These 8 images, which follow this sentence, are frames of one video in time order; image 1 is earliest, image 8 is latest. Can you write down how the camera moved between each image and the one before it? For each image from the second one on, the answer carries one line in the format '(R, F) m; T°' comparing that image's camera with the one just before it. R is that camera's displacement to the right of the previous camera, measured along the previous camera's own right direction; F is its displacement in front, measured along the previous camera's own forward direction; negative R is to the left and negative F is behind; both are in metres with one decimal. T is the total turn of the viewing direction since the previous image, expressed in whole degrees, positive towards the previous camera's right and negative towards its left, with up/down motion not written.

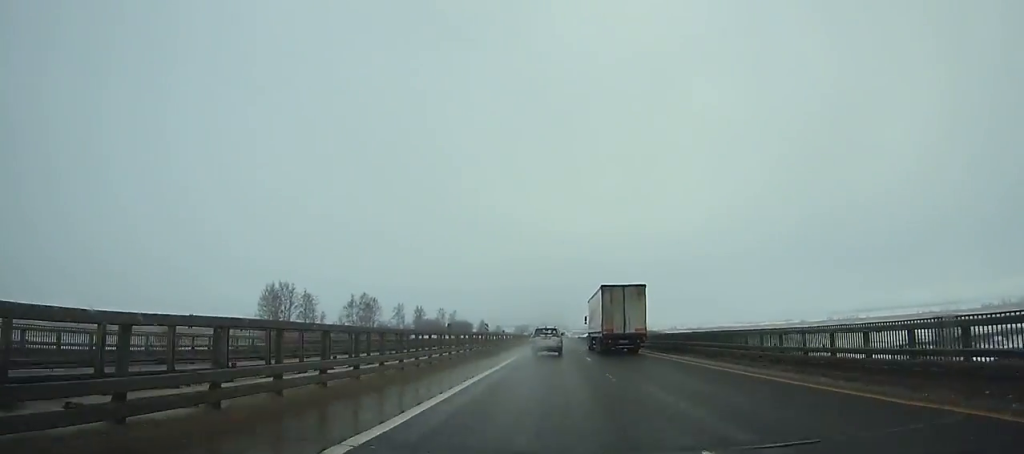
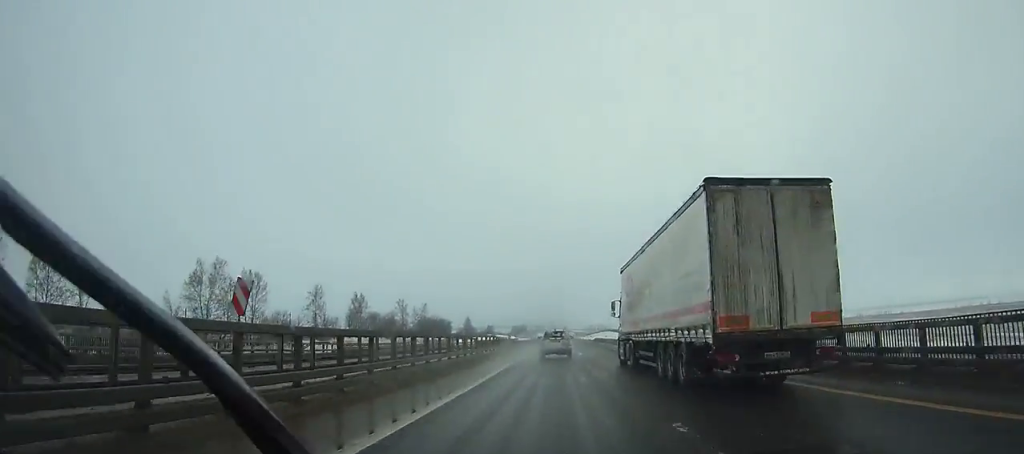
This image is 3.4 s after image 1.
(0.0, +107.4) m; 0°
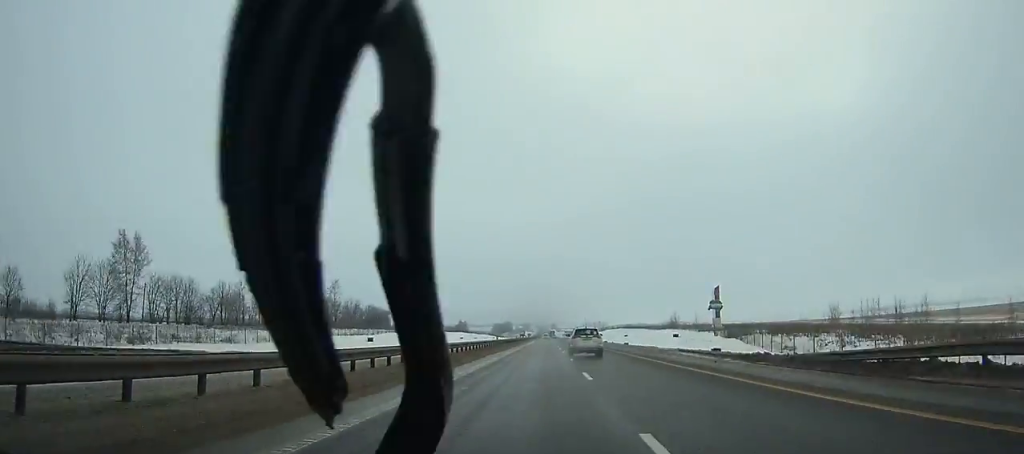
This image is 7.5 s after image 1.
(+0.3, +129.9) m; +1°
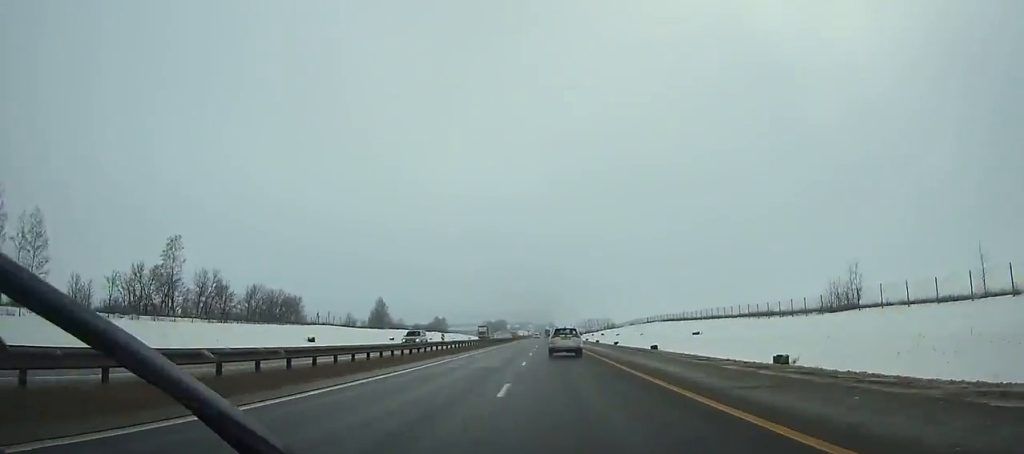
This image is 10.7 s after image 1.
(+0.8, +100.7) m; 0°
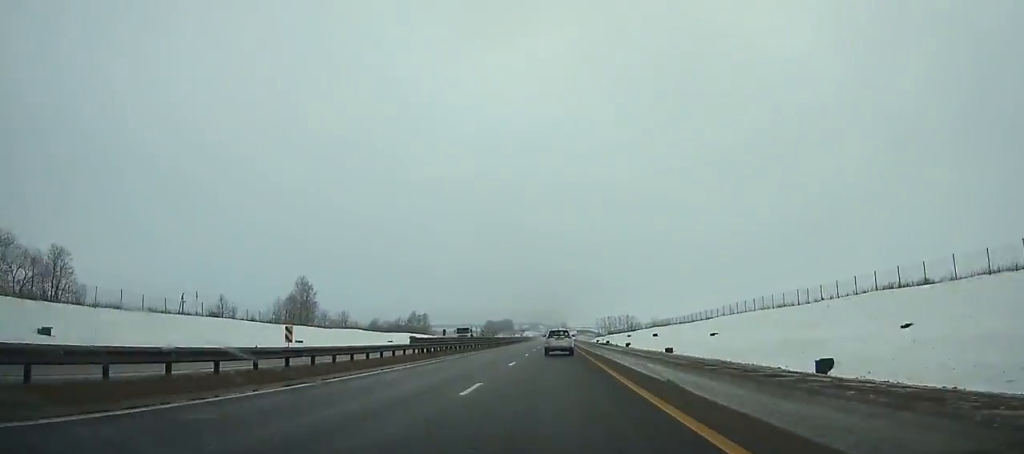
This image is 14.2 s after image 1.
(-0.9, +109.7) m; -1°
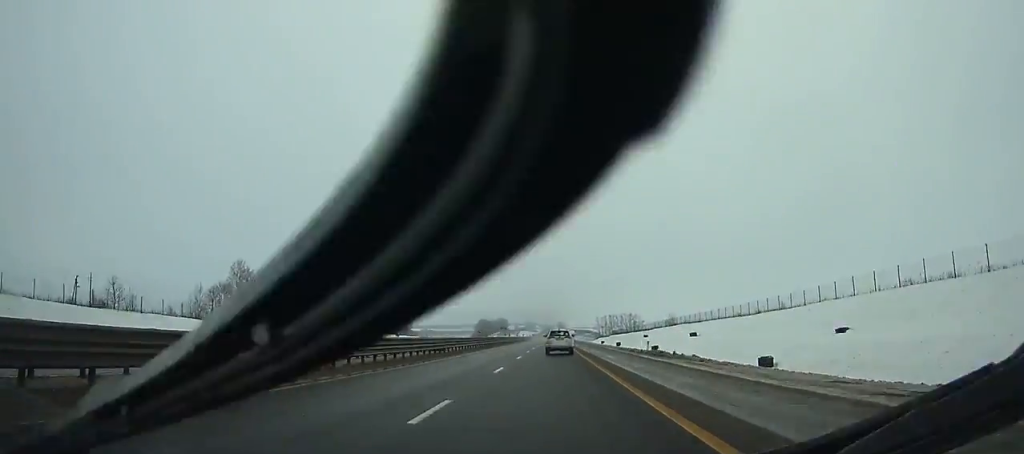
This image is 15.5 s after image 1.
(-0.1, +40.7) m; 0°
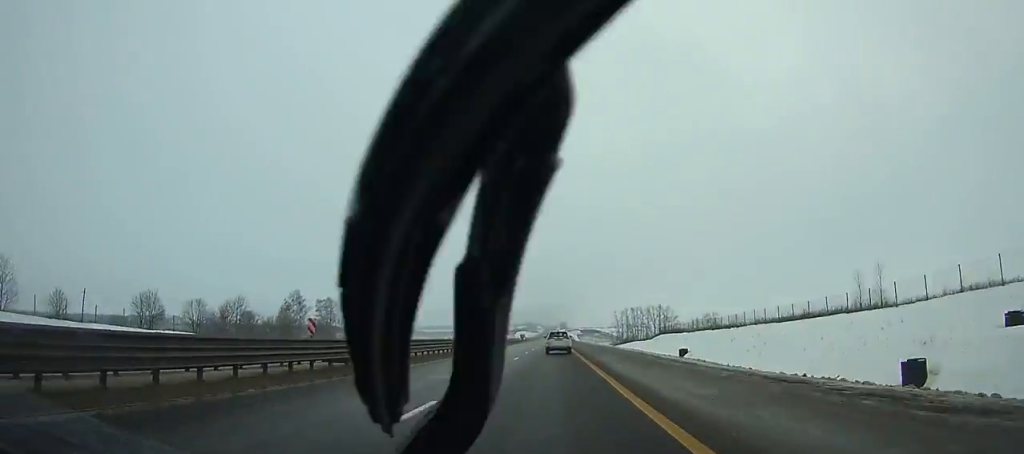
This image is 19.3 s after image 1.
(-0.2, +120.1) m; 0°
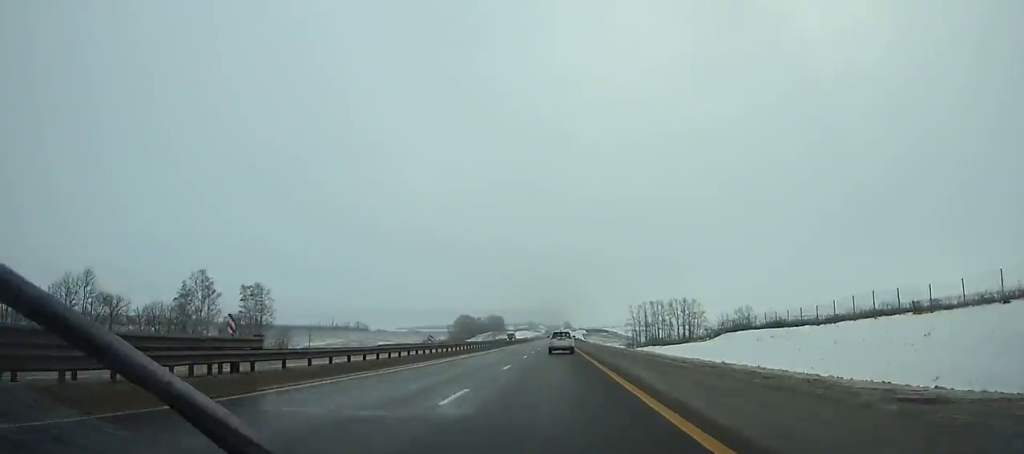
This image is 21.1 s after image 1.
(-0.2, +57.4) m; 0°
